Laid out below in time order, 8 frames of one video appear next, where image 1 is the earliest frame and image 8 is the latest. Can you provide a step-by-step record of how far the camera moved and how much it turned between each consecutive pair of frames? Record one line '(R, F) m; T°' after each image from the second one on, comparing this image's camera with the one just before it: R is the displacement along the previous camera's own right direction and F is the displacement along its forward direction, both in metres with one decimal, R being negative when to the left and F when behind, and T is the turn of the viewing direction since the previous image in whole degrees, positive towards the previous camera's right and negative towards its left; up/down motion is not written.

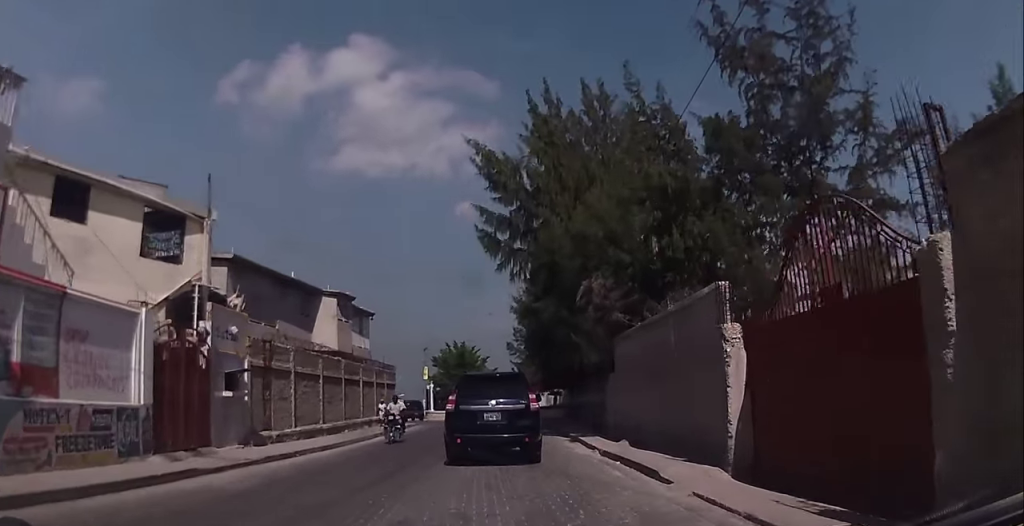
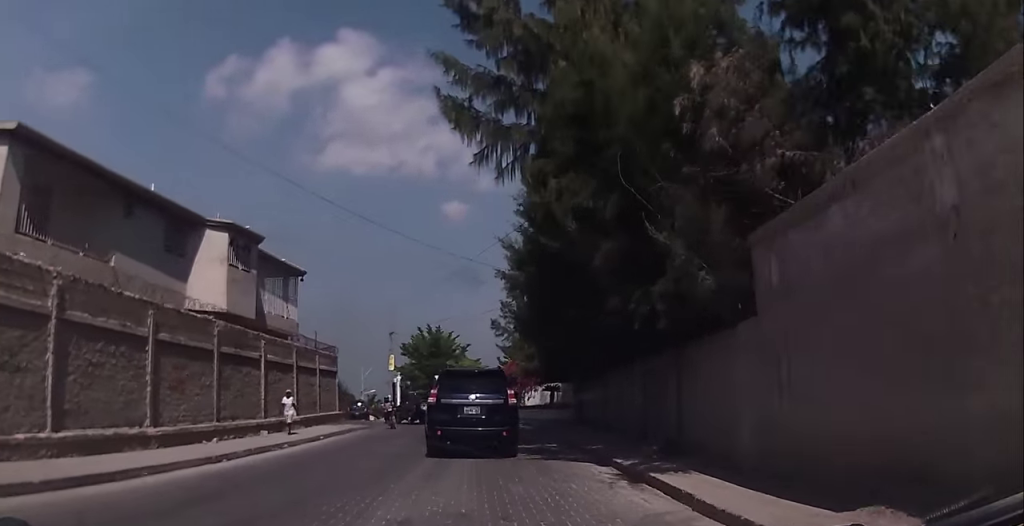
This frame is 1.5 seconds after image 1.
(+0.1, +12.8) m; +1°
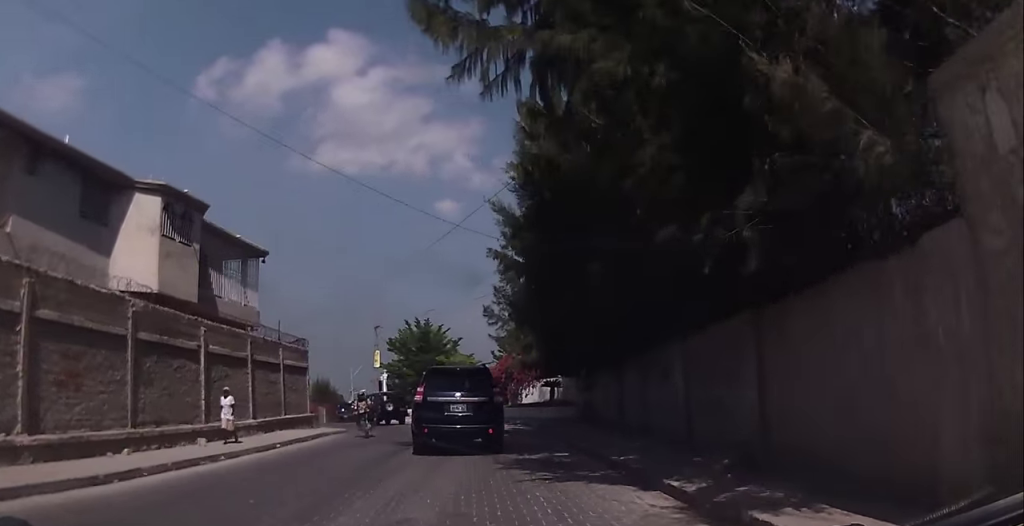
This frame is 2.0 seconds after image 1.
(0.0, +4.2) m; 0°
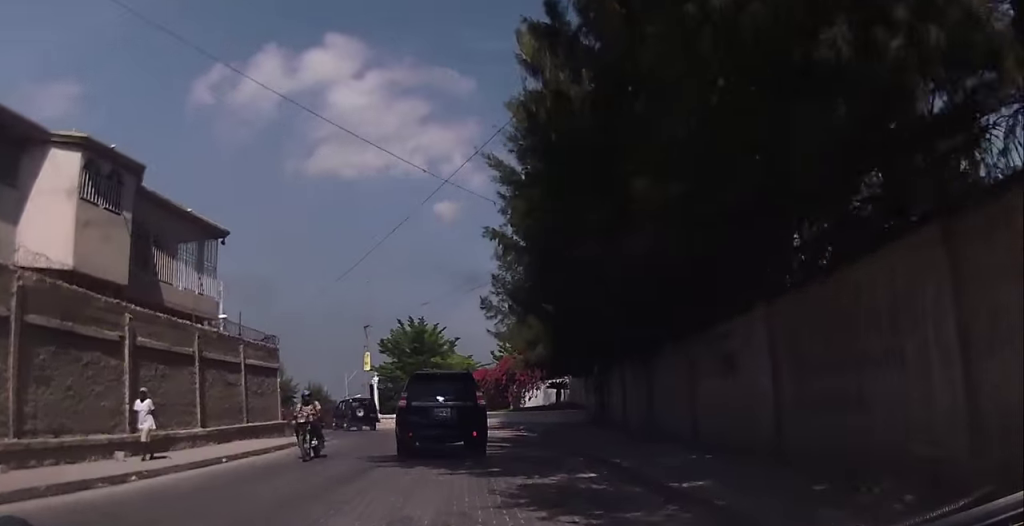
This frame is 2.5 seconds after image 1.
(0.0, +3.9) m; 0°
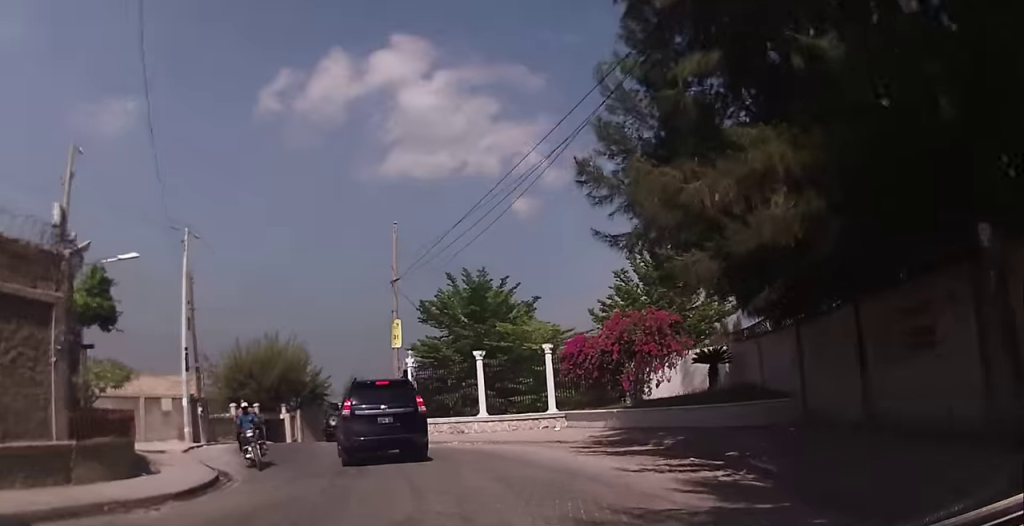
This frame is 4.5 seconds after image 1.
(-0.4, +16.7) m; -6°
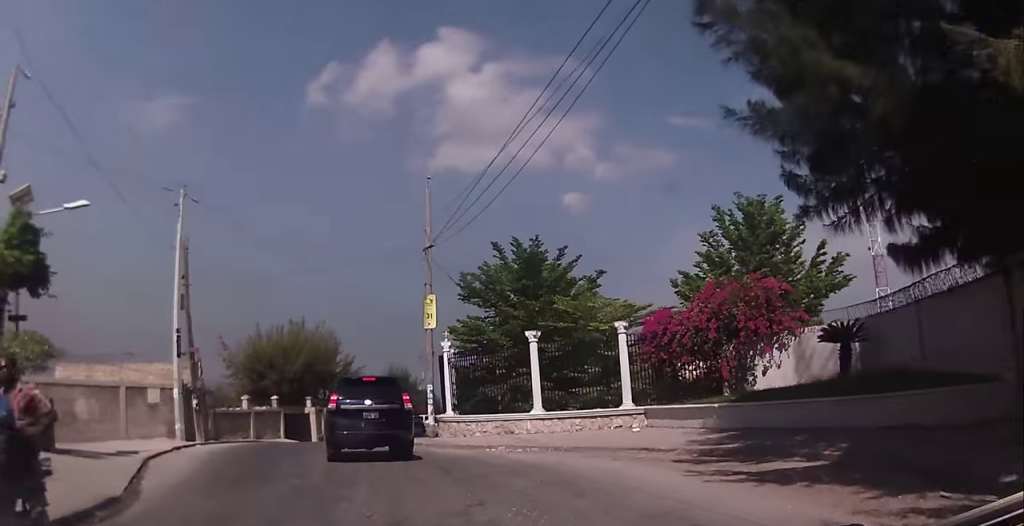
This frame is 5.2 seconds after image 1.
(-0.3, +6.0) m; -7°
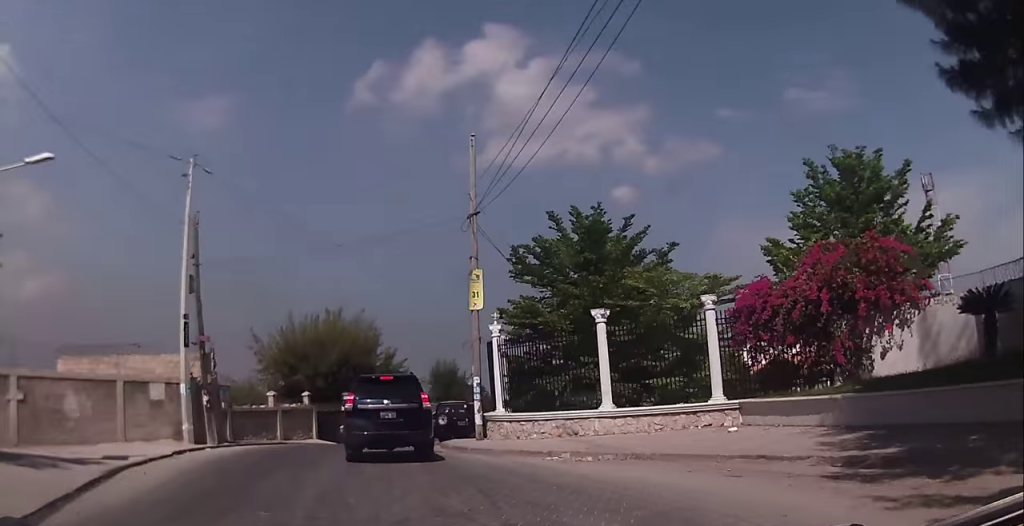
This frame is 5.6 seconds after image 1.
(0.0, +3.9) m; -5°
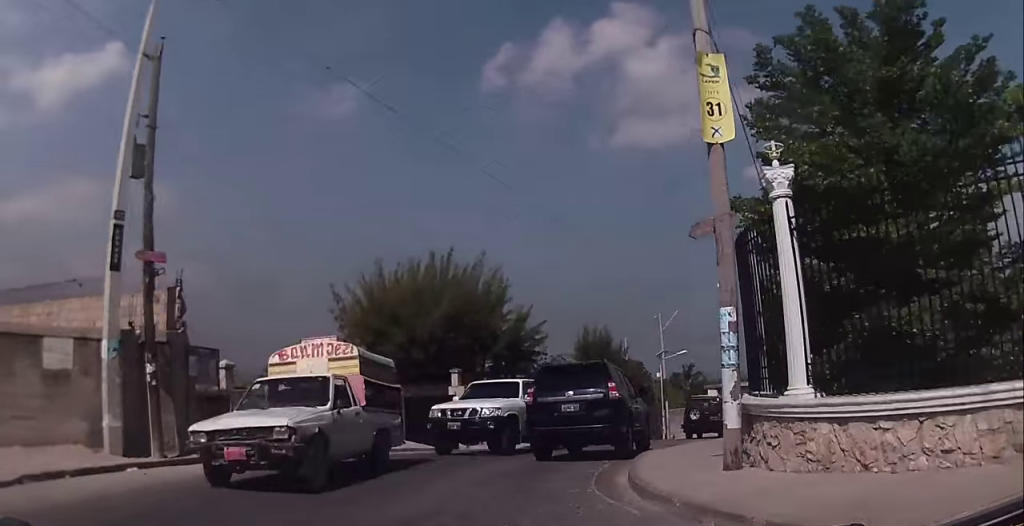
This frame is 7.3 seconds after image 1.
(-1.6, +13.1) m; -3°
